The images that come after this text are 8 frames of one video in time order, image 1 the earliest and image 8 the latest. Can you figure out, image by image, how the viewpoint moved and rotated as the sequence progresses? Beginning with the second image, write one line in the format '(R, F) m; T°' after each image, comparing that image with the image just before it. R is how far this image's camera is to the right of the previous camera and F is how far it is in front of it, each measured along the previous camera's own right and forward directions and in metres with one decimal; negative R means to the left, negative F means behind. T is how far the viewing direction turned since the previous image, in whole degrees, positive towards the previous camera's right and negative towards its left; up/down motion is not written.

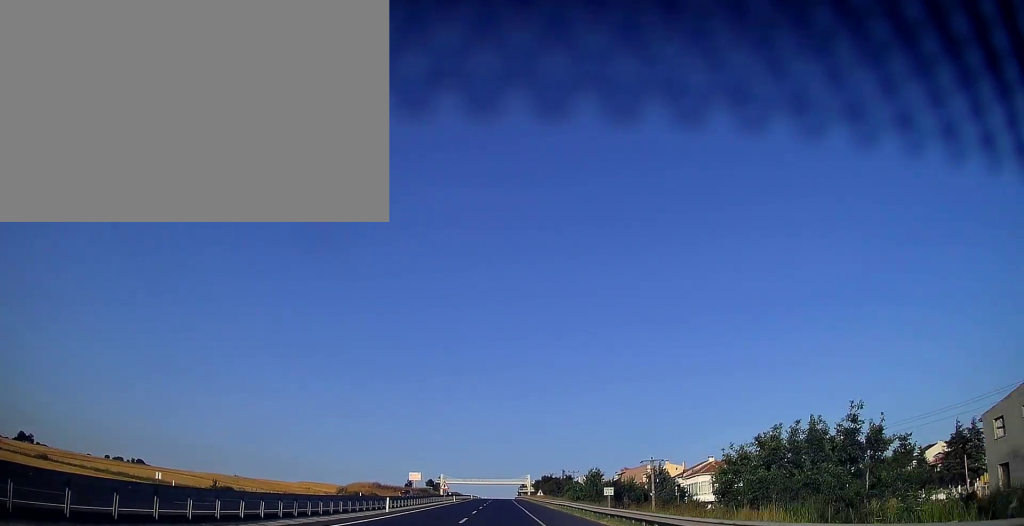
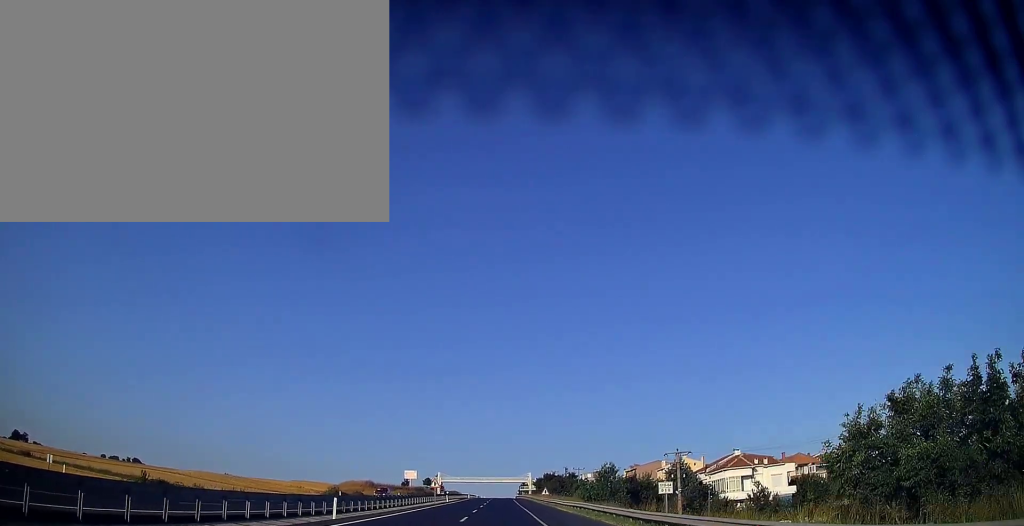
(0.0, +11.6) m; 0°
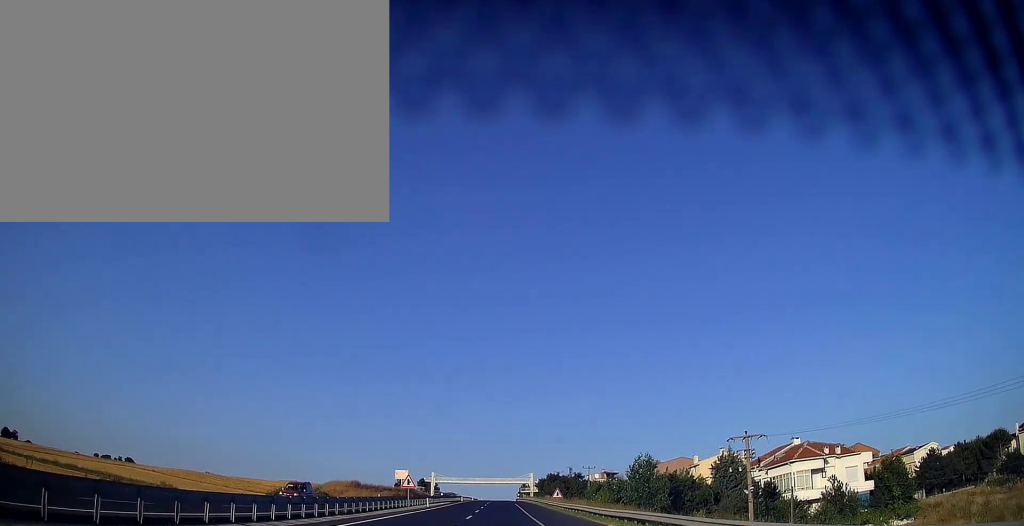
(+0.1, +19.4) m; 0°
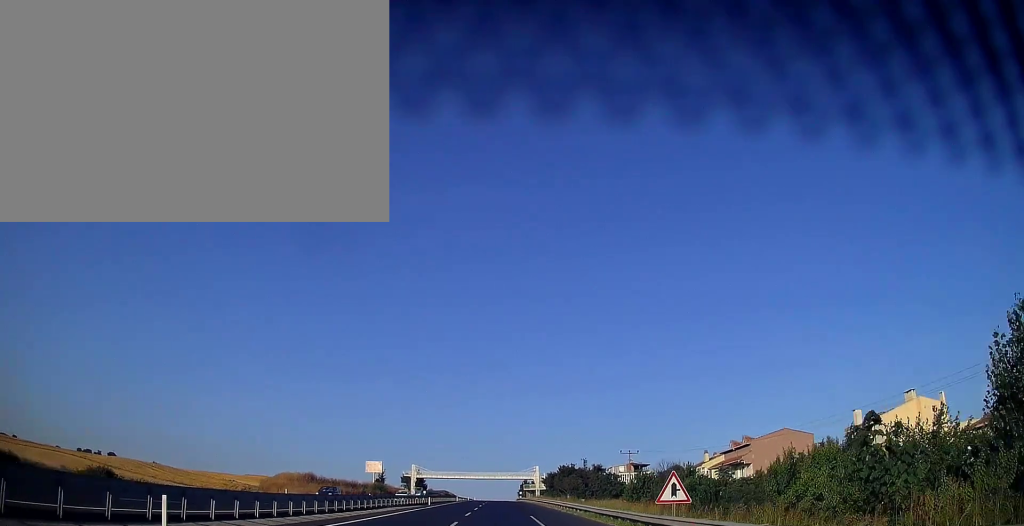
(-0.2, +45.3) m; 0°
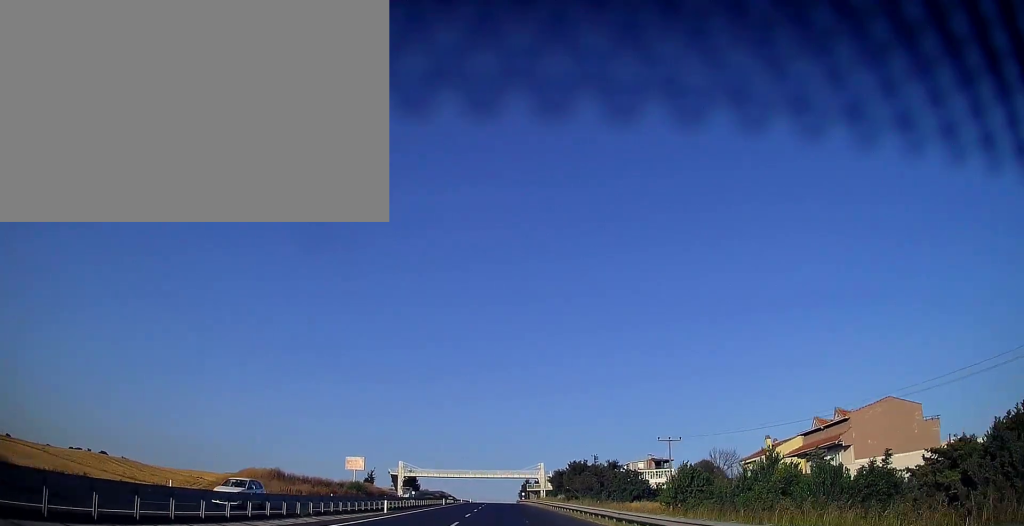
(+0.2, +22.4) m; 0°
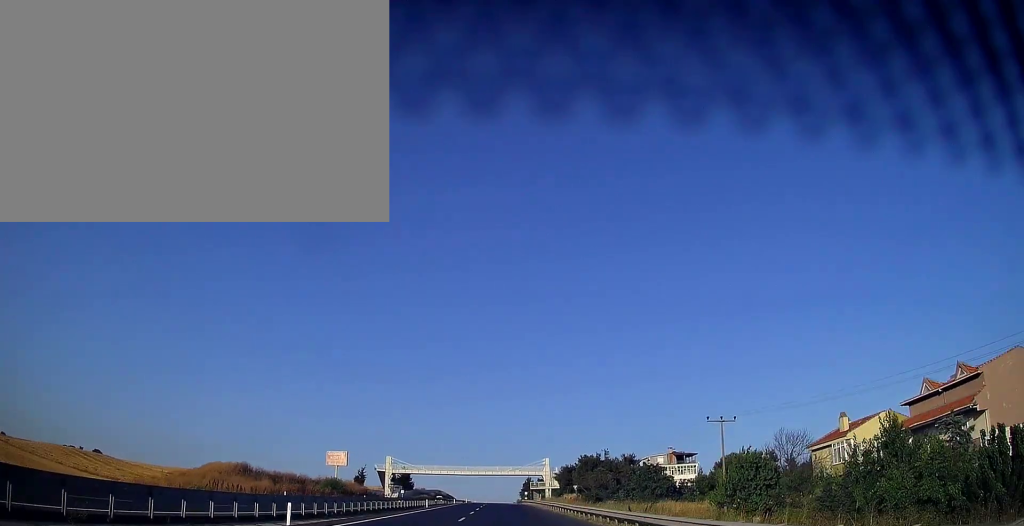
(-0.1, +17.1) m; 0°
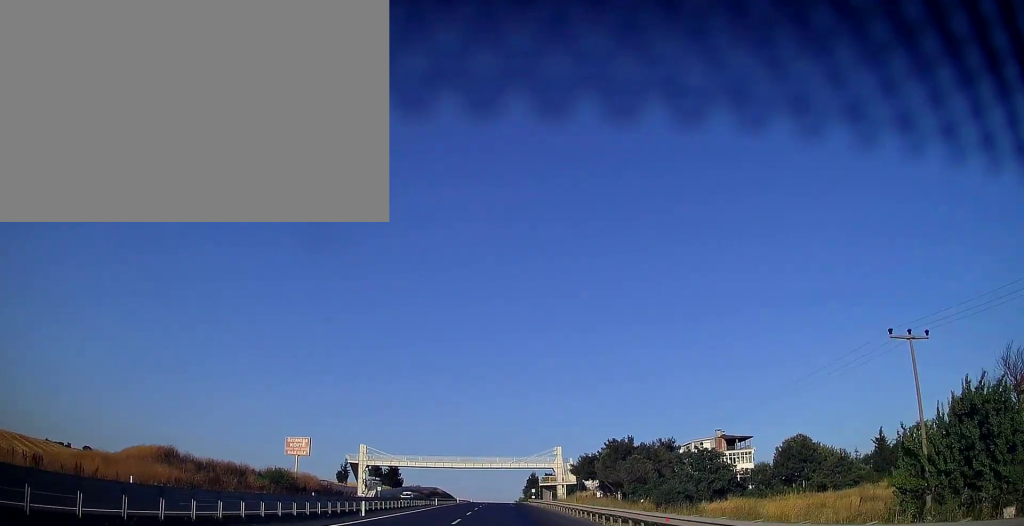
(0.0, +27.3) m; 0°
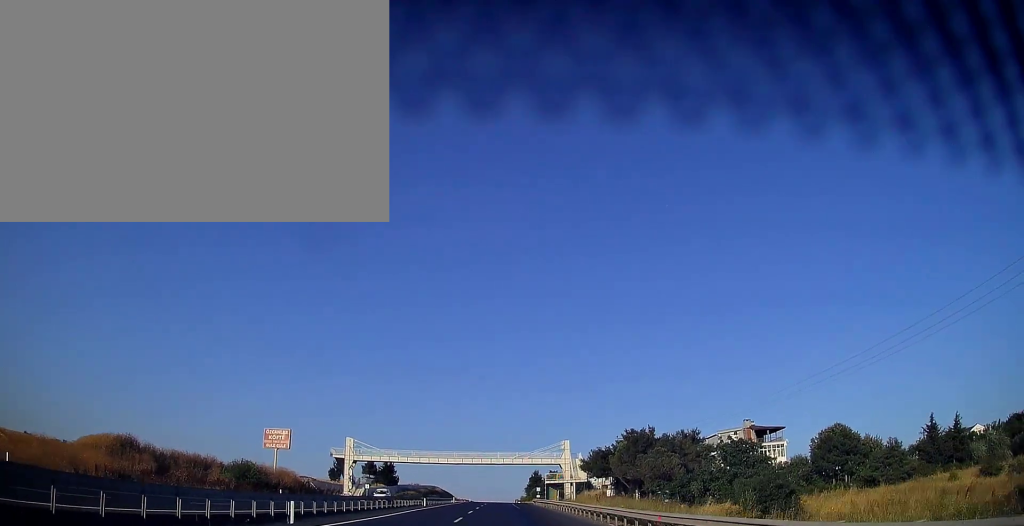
(0.0, +10.2) m; 0°
